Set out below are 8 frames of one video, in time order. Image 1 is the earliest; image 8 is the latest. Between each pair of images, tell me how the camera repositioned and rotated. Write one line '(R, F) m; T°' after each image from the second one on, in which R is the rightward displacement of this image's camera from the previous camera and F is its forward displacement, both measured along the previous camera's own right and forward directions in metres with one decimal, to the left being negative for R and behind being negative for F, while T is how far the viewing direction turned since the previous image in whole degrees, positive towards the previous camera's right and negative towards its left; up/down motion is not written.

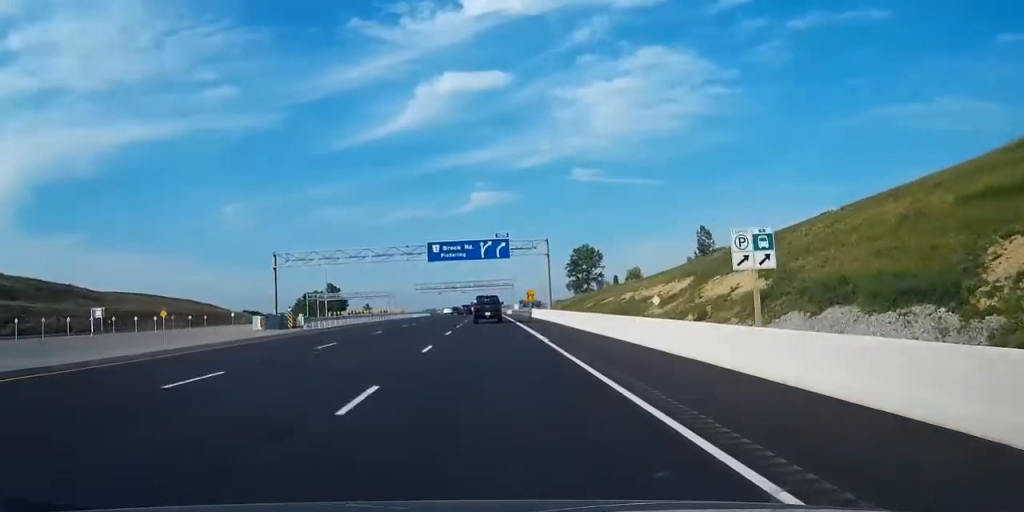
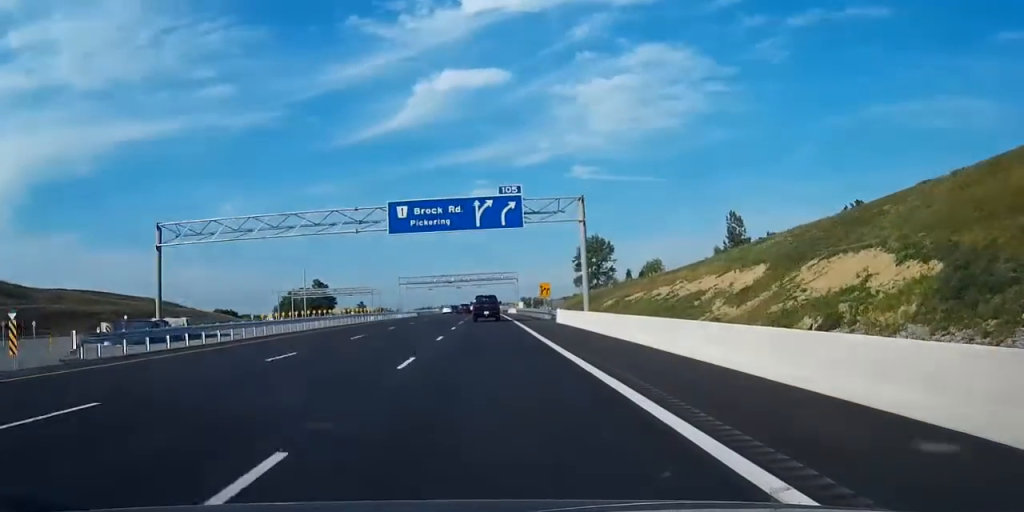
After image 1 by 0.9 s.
(0.0, +29.5) m; 0°
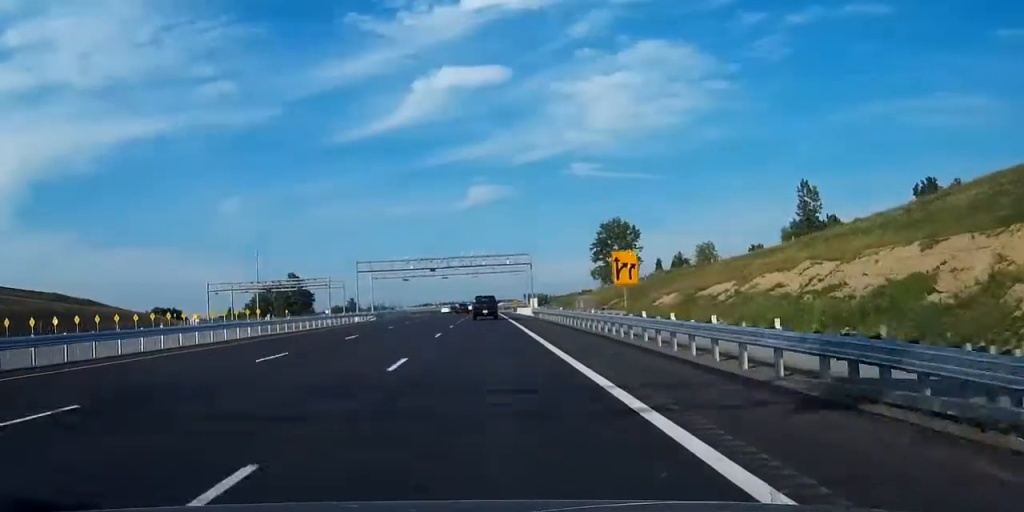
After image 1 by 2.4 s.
(+0.1, +48.1) m; 0°
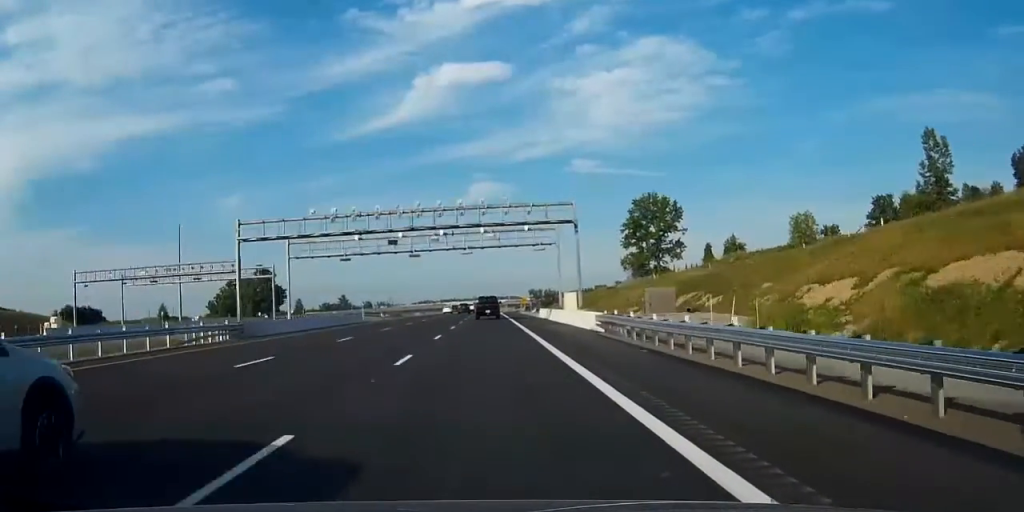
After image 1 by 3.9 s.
(+0.1, +49.3) m; 0°
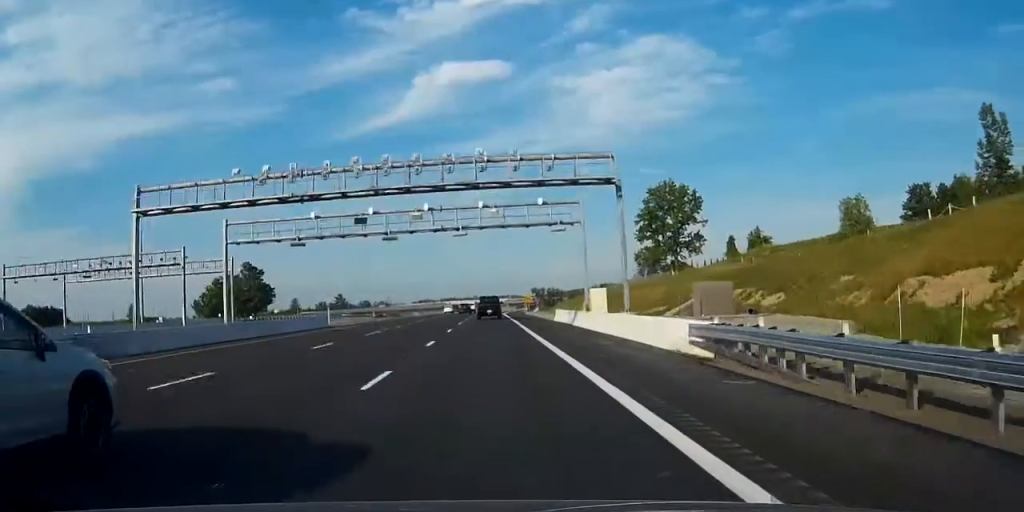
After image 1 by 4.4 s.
(0.0, +16.4) m; 0°
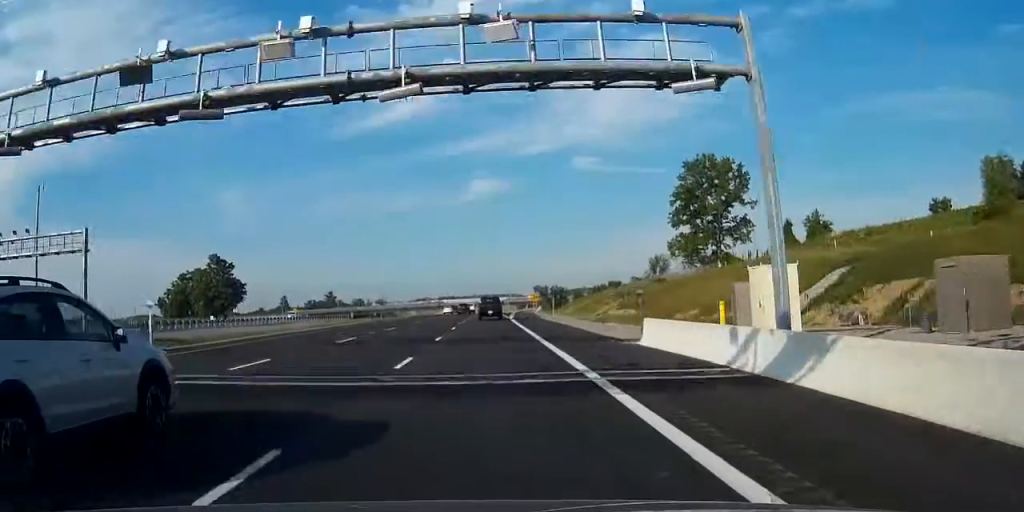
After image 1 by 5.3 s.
(0.0, +31.7) m; 0°
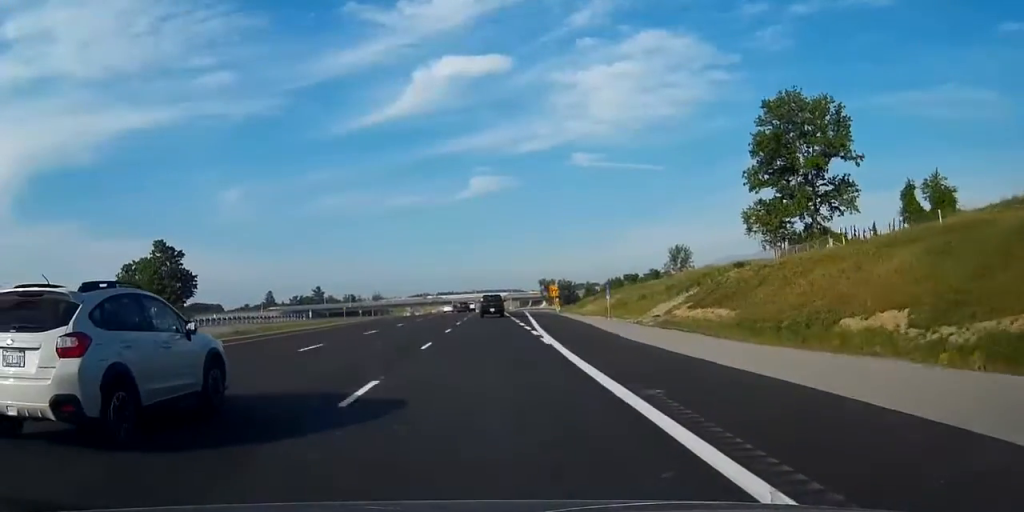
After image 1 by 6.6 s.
(0.0, +41.5) m; 0°
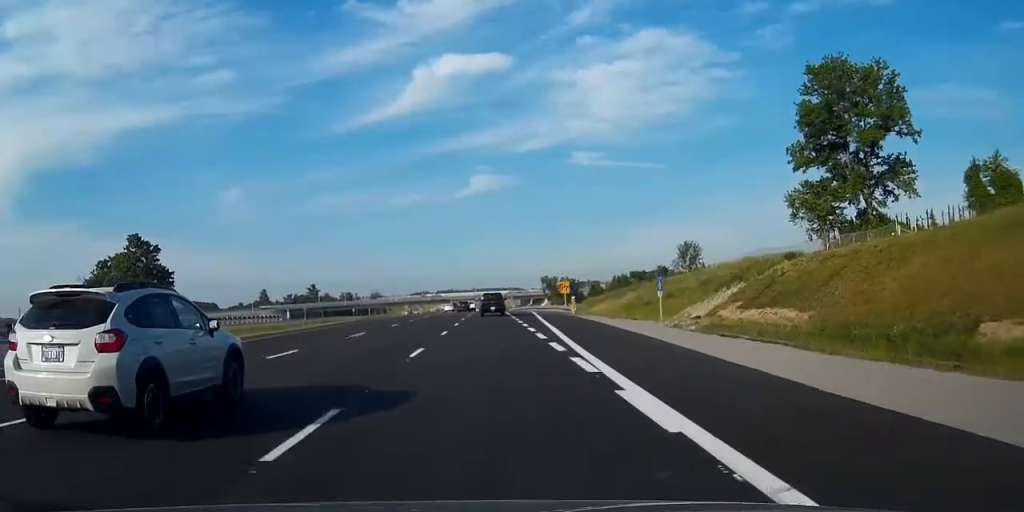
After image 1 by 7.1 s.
(0.0, +15.3) m; 0°
